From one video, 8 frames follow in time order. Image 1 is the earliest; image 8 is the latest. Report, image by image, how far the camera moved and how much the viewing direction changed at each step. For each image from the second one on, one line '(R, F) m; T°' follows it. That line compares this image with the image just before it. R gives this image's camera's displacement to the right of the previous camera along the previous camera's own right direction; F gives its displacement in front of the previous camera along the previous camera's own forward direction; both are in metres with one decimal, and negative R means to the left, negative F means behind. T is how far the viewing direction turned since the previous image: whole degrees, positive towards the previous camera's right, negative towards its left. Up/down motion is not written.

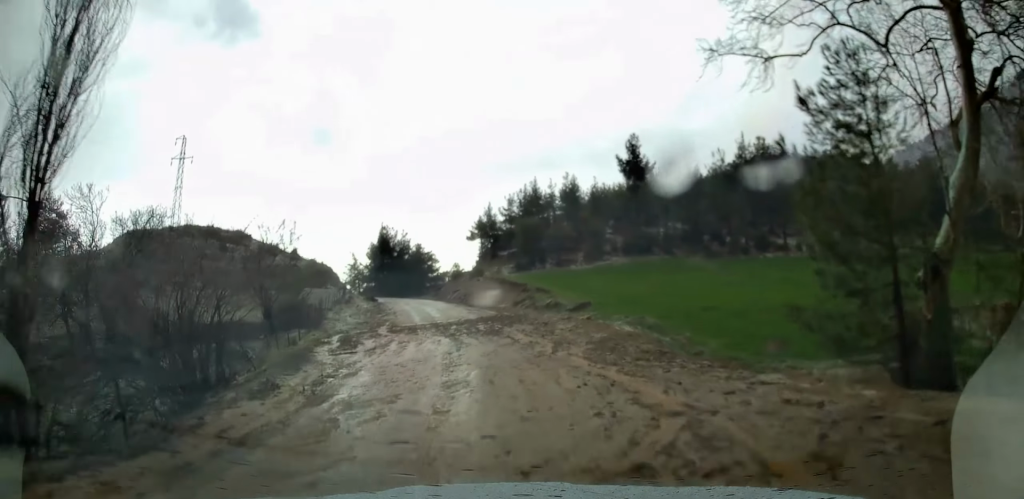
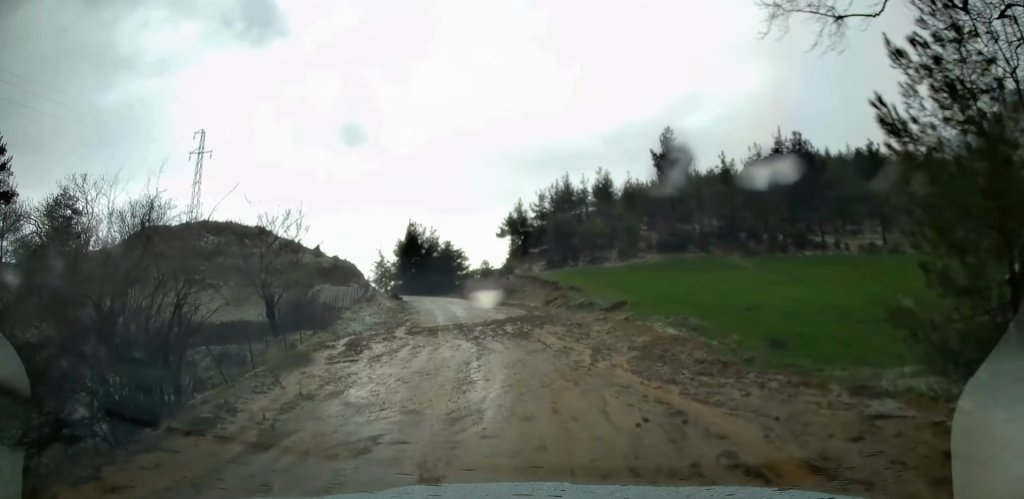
(-0.2, +2.6) m; -2°
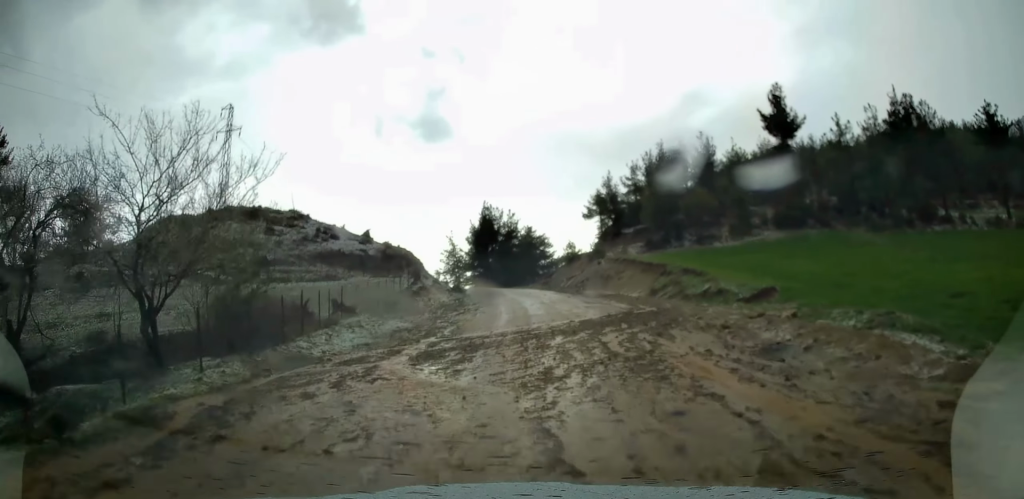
(-0.6, +11.9) m; -7°
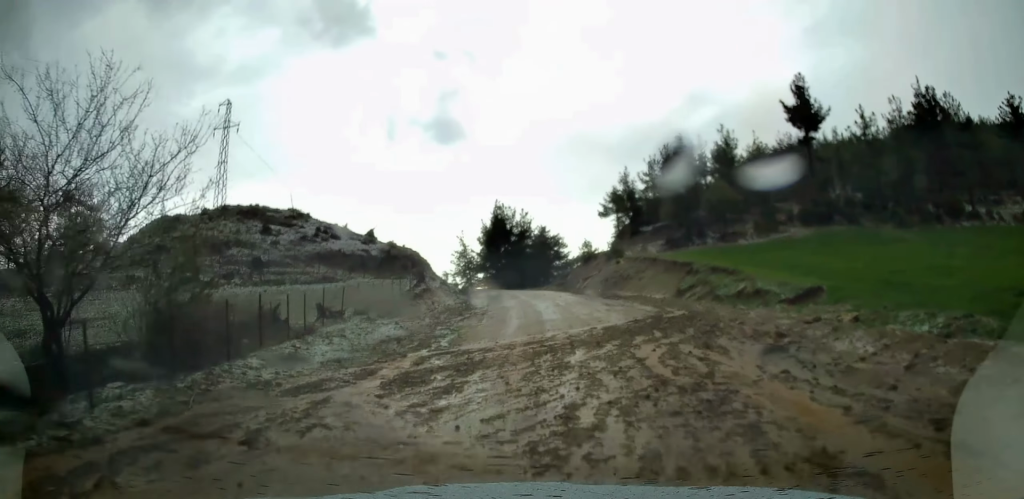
(0.0, +3.4) m; -4°
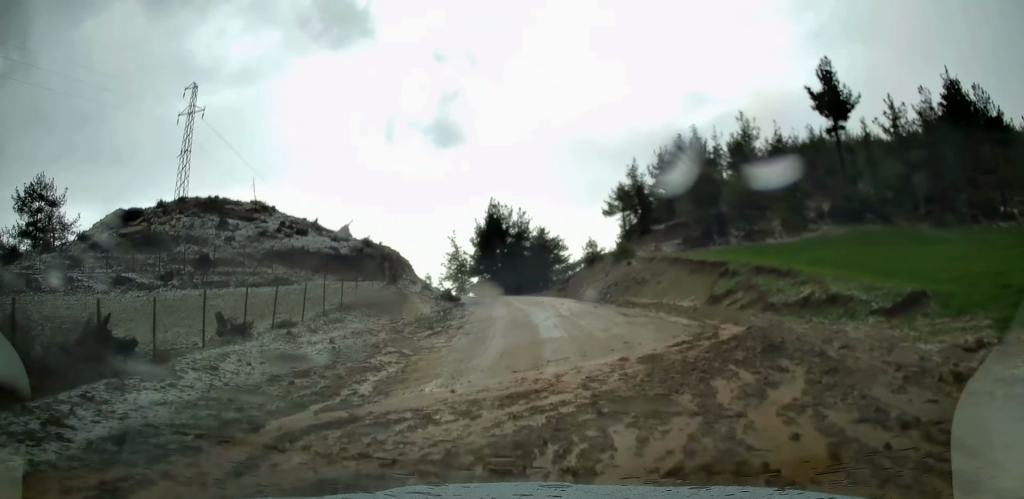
(-0.6, +7.2) m; -6°
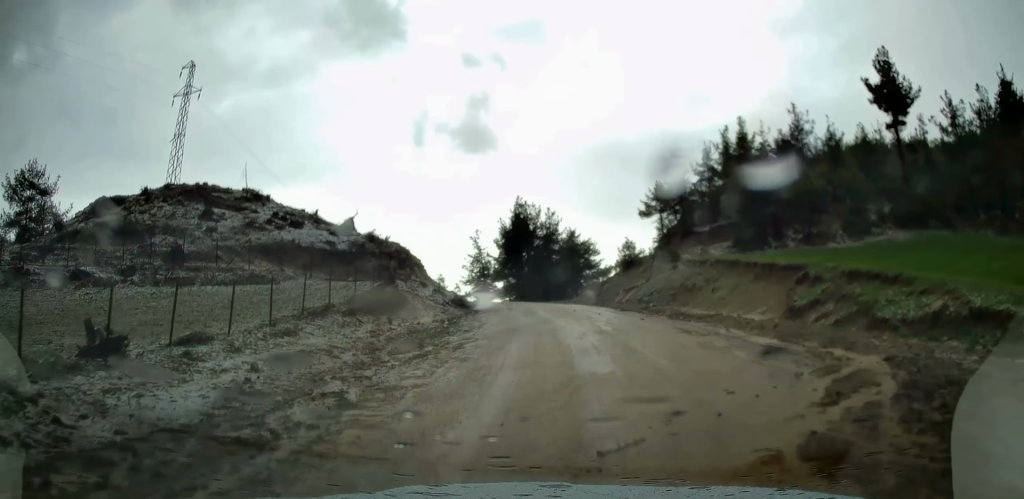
(-0.1, +5.9) m; 0°
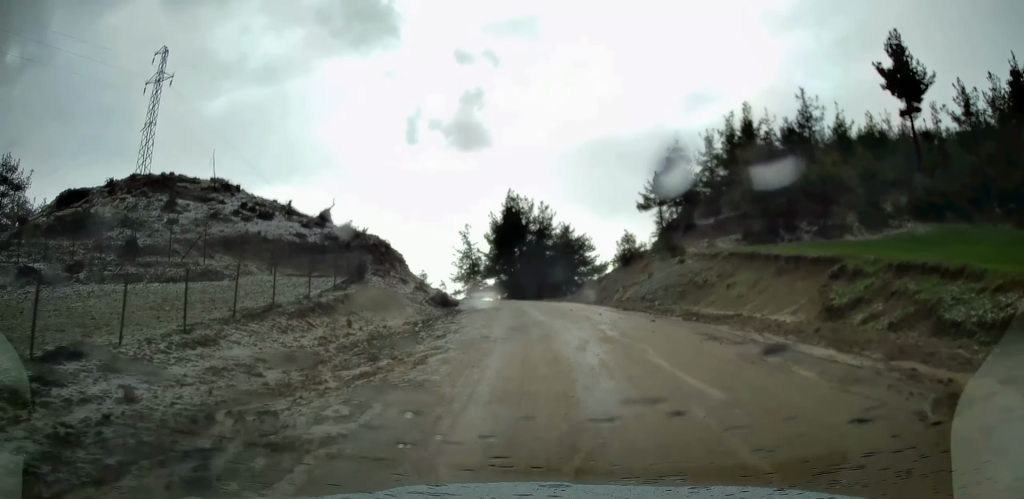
(0.0, +3.5) m; +1°
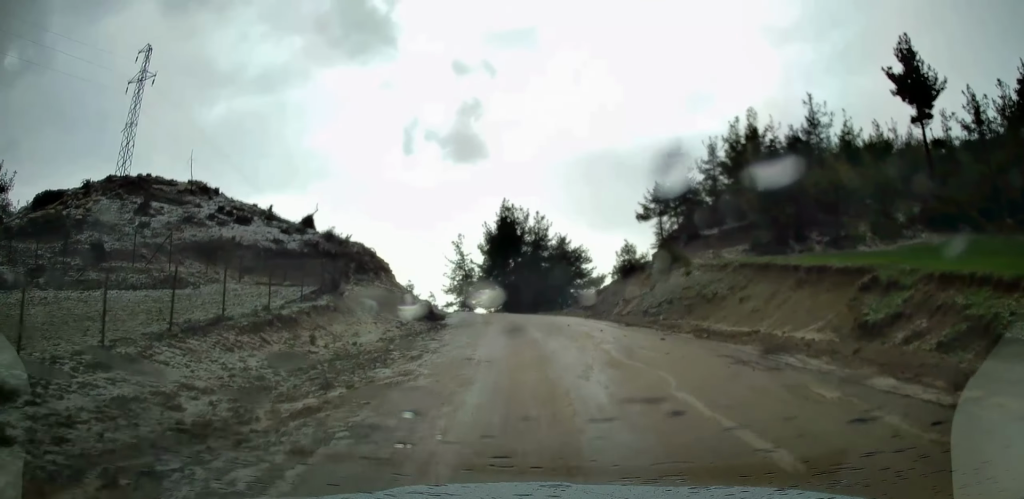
(0.0, +2.4) m; 0°
